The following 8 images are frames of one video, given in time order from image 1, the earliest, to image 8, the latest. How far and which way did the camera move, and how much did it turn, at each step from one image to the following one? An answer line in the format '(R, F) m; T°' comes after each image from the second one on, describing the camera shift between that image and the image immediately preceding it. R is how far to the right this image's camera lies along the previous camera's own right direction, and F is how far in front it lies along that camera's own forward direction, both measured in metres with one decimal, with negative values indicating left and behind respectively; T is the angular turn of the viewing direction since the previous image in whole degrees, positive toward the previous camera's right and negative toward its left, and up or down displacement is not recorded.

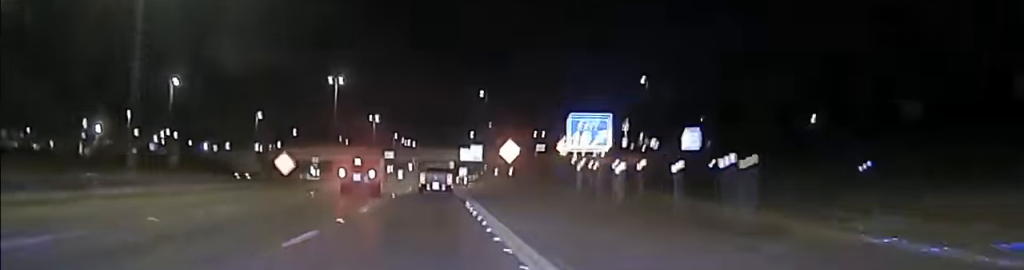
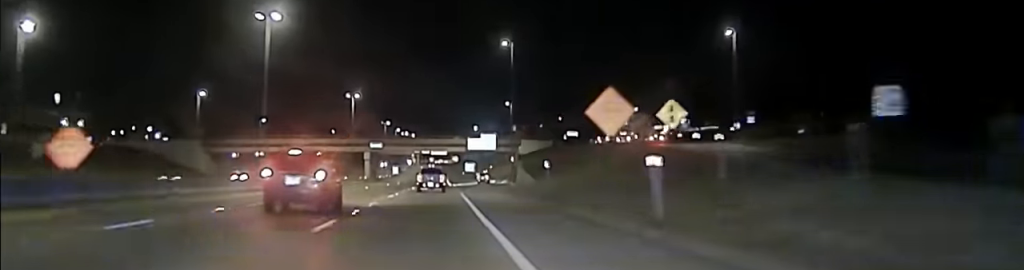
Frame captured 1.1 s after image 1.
(-0.1, +45.4) m; 0°
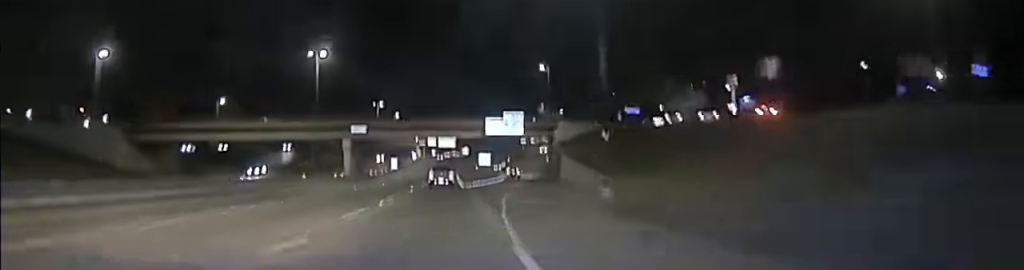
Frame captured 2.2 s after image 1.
(-0.1, +44.8) m; 0°
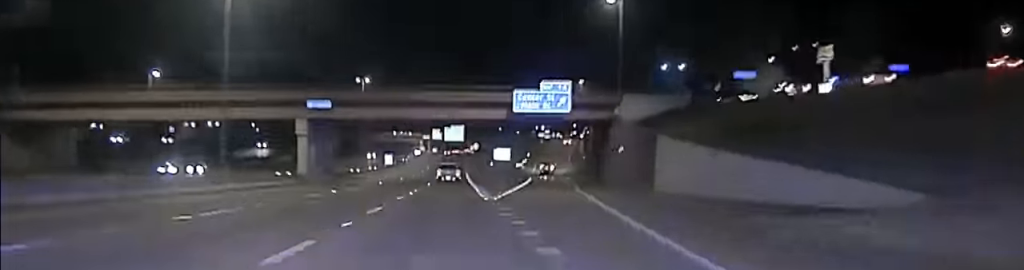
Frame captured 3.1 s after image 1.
(0.0, +43.2) m; -1°
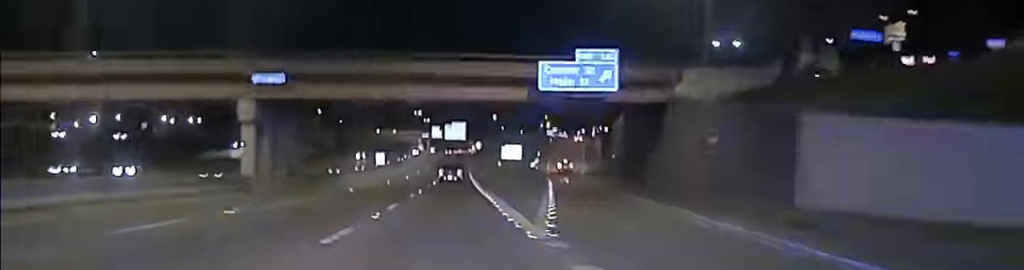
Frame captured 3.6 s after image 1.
(-0.3, +23.0) m; 0°
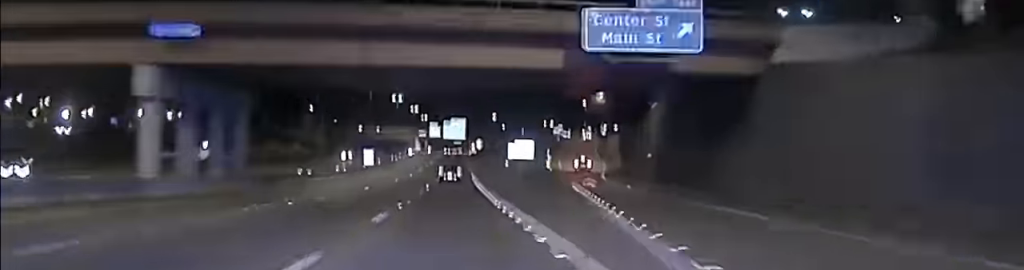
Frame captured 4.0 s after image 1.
(-0.3, +19.7) m; 0°
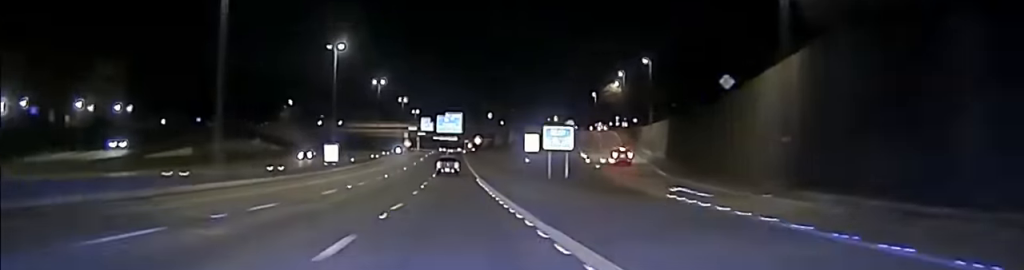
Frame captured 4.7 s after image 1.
(+0.5, +37.3) m; +1°
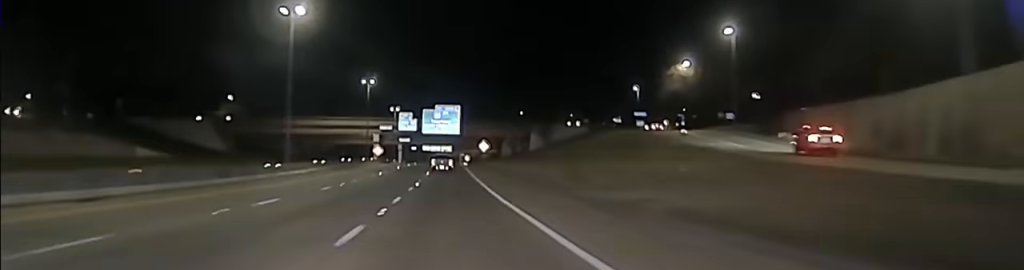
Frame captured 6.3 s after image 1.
(0.0, +75.6) m; 0°
